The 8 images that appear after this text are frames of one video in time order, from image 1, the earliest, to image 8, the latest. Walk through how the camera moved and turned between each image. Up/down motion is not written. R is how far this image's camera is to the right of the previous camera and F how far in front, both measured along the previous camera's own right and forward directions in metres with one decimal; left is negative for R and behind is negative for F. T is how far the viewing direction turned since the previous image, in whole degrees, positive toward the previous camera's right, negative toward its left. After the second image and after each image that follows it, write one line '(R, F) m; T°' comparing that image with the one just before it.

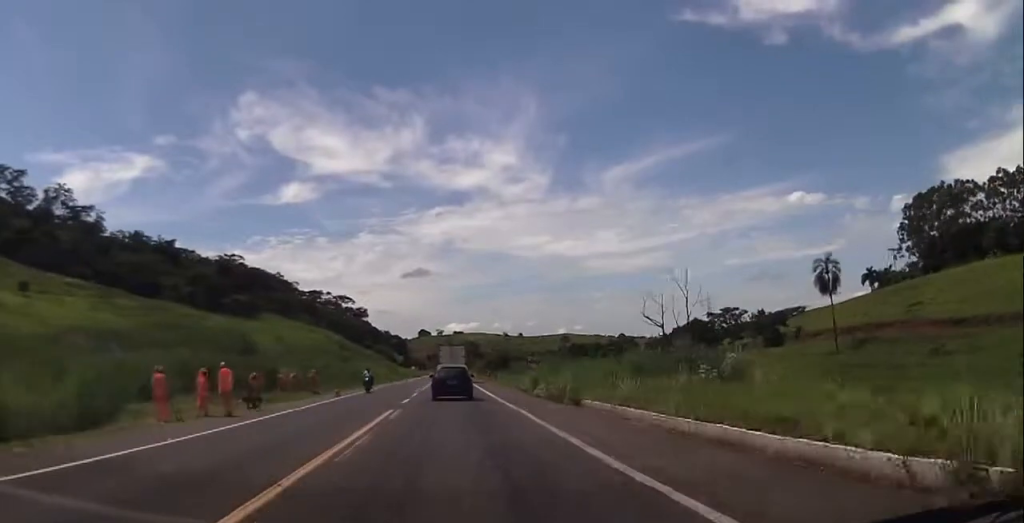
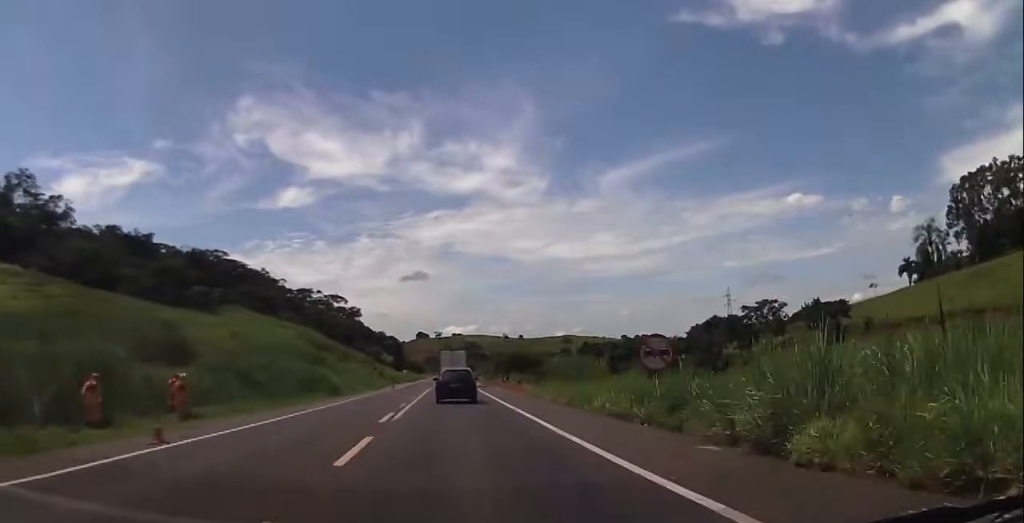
(+0.2, +22.8) m; 0°
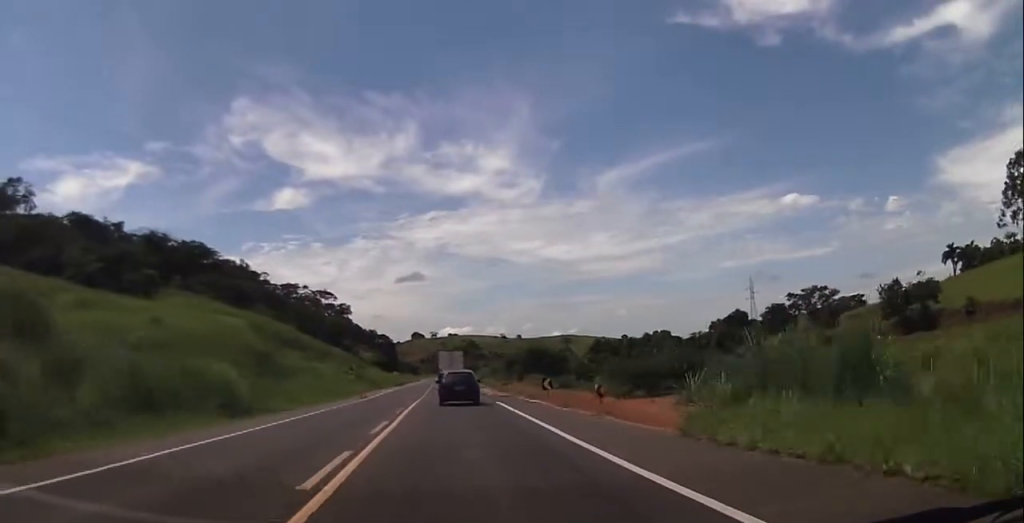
(-0.1, +24.3) m; -1°
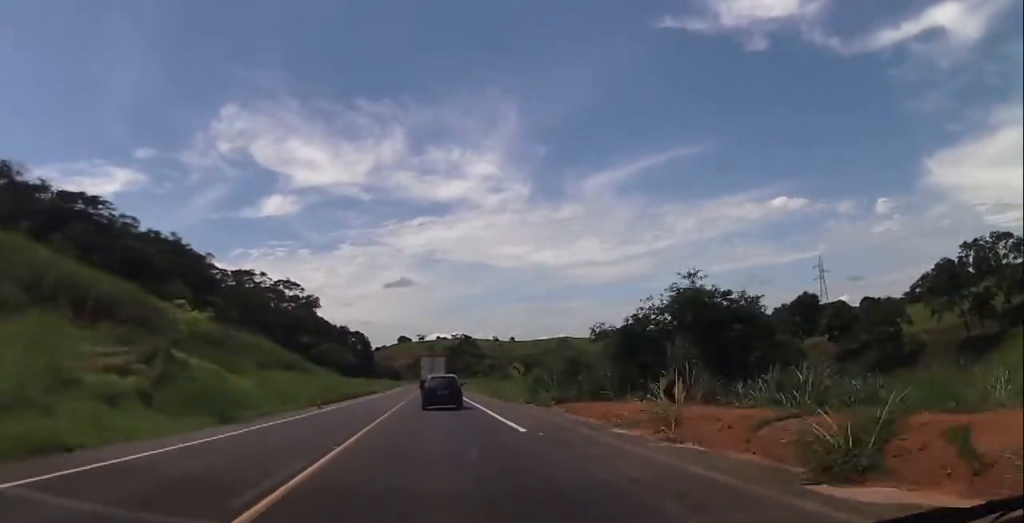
(-0.2, +55.7) m; +1°
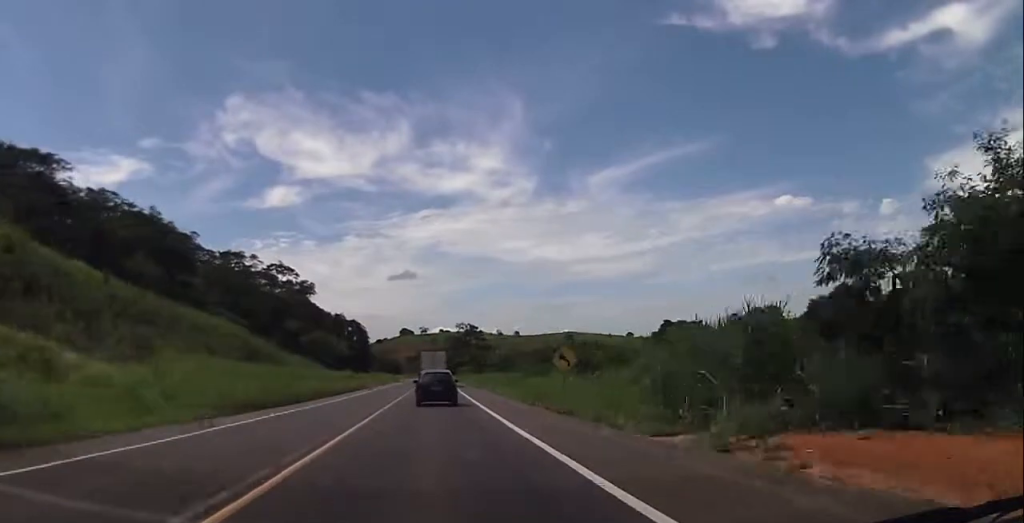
(+0.4, +18.4) m; 0°
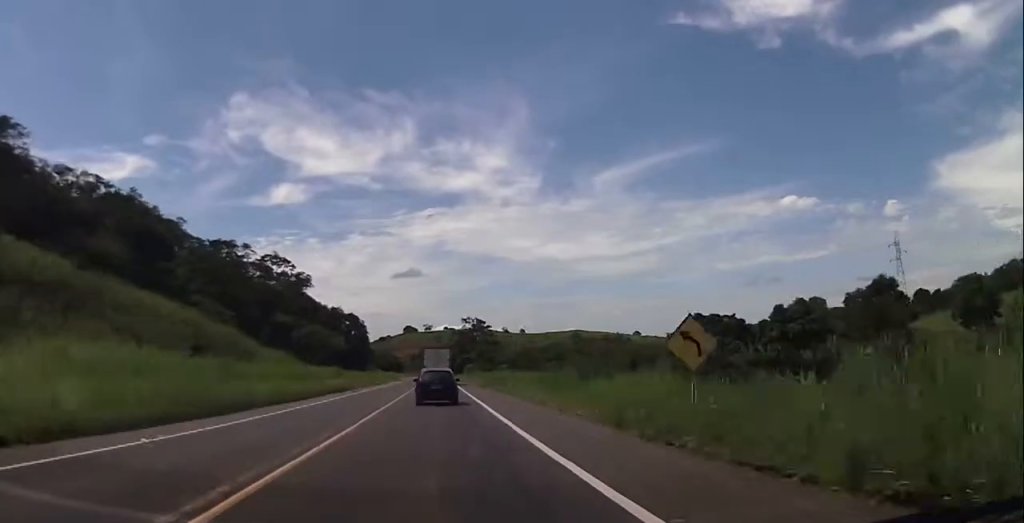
(-0.1, +15.3) m; -1°
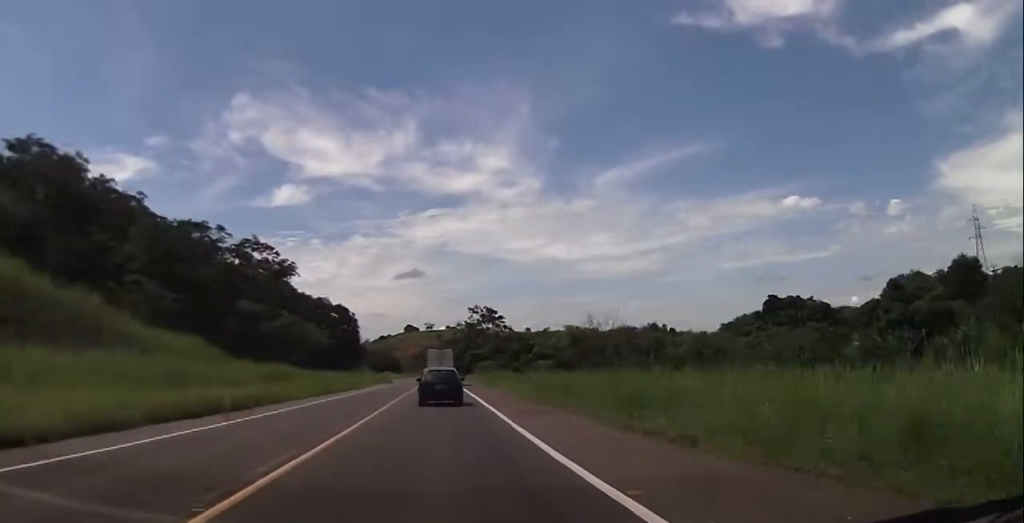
(-0.5, +29.3) m; -1°
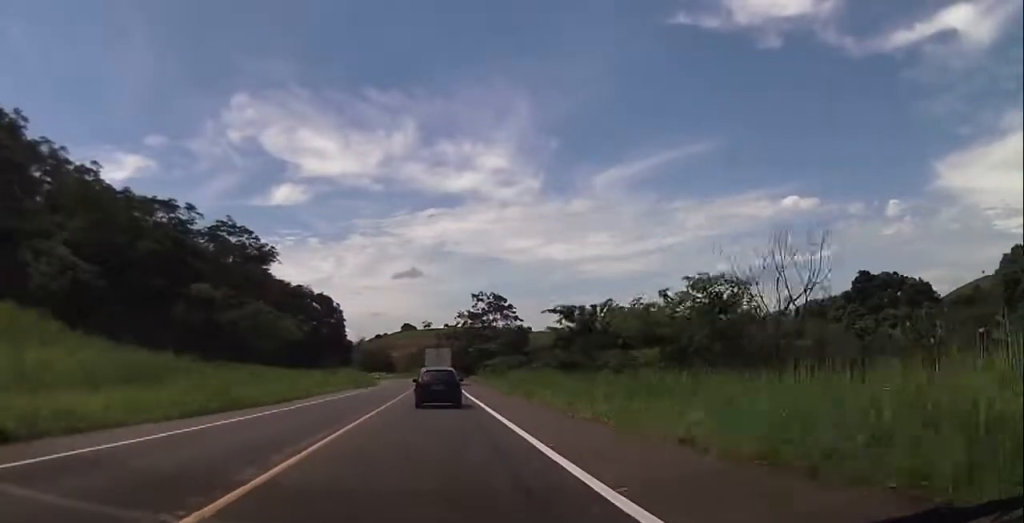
(0.0, +24.5) m; +1°
